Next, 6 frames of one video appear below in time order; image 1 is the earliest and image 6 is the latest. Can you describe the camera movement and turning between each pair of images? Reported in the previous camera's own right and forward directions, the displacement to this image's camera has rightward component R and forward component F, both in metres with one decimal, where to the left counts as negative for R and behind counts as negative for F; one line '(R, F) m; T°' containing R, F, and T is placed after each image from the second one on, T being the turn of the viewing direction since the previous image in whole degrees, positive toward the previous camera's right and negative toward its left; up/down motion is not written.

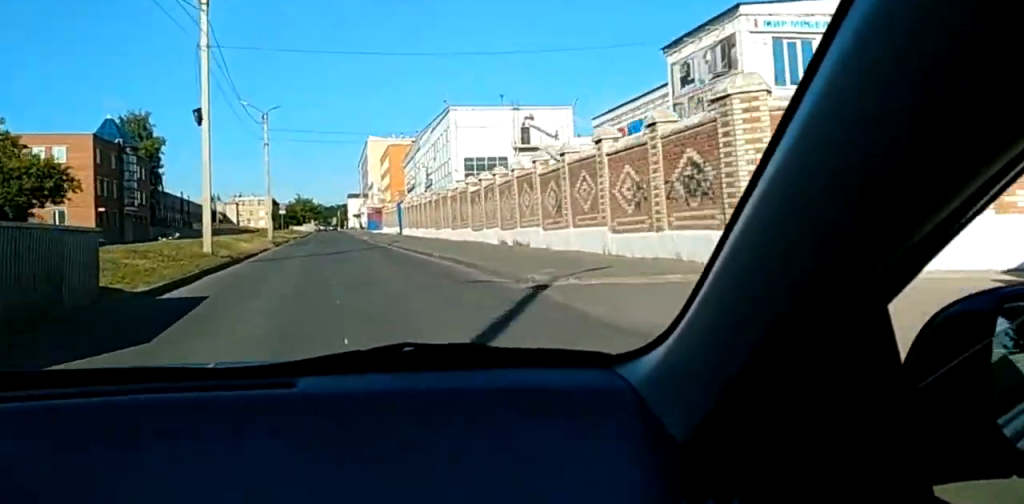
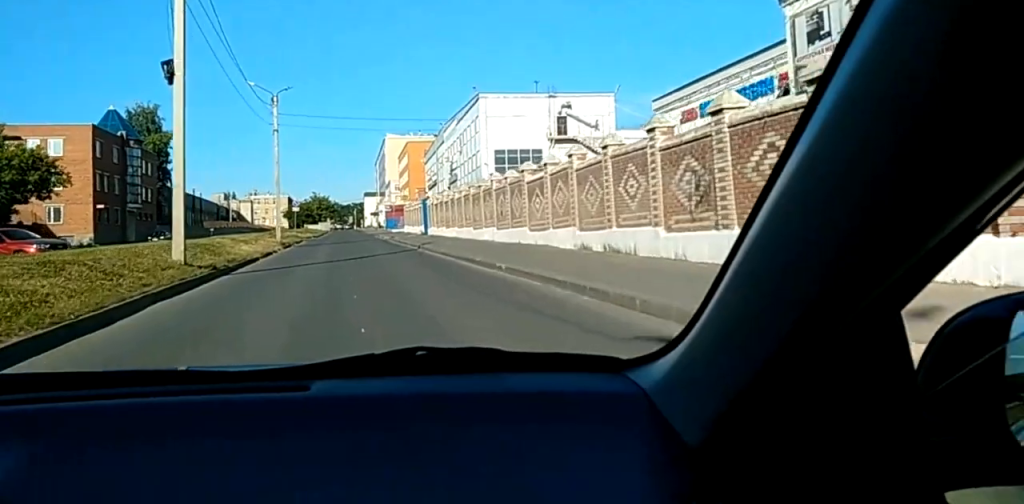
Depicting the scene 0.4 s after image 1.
(-0.1, +7.8) m; +1°
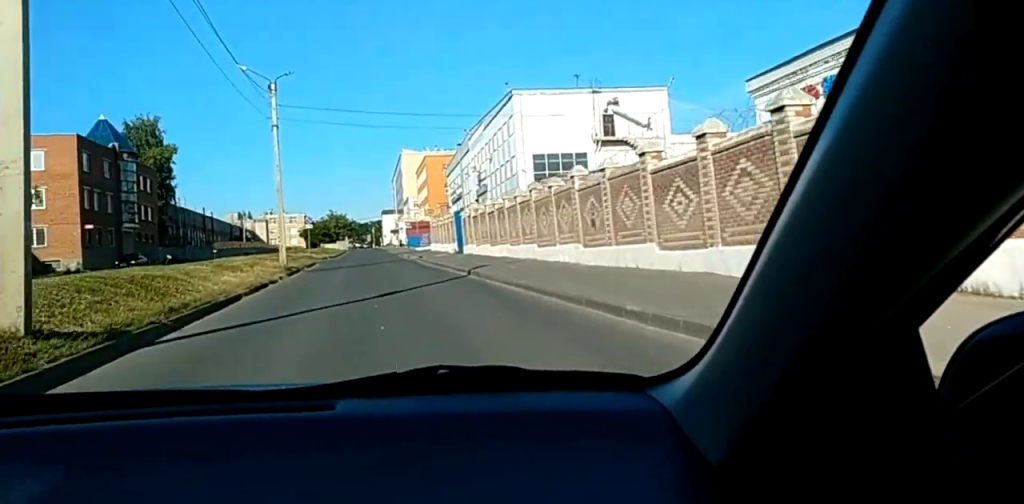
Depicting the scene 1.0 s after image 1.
(-0.1, +9.9) m; +1°
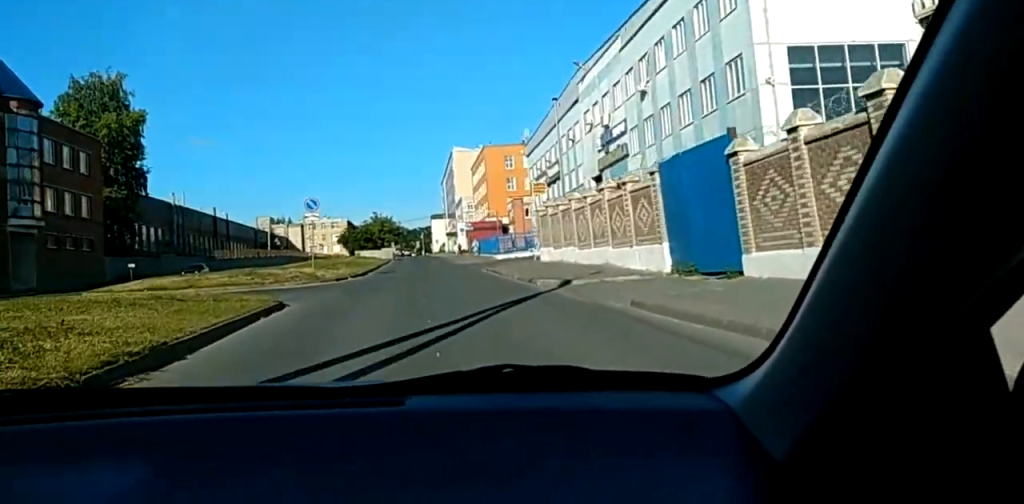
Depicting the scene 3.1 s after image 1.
(+1.0, +36.8) m; 0°
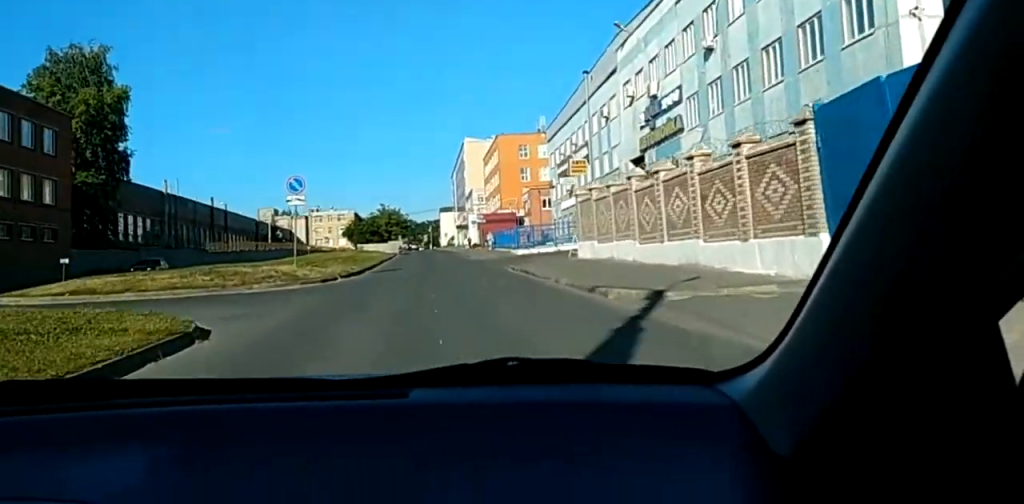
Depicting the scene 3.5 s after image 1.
(-0.1, +7.2) m; -1°
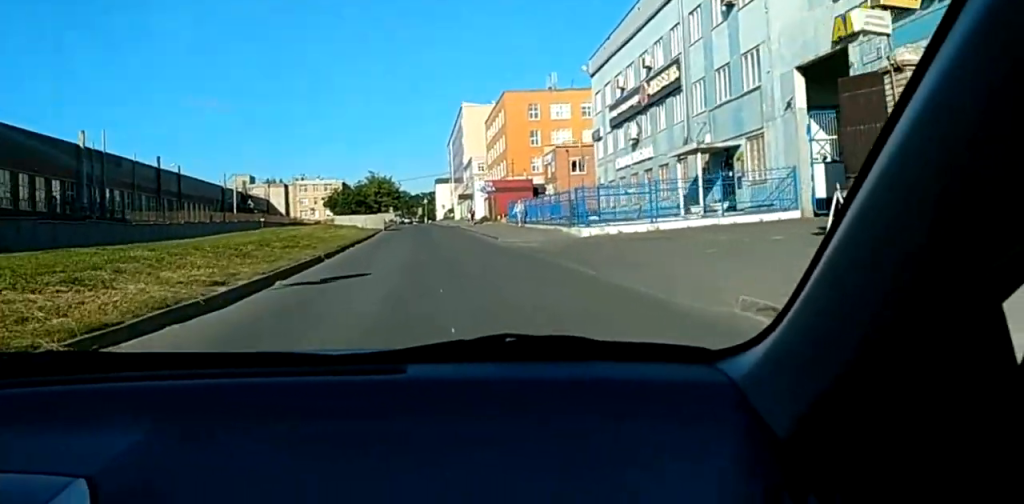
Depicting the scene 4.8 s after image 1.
(-0.3, +23.1) m; +1°
